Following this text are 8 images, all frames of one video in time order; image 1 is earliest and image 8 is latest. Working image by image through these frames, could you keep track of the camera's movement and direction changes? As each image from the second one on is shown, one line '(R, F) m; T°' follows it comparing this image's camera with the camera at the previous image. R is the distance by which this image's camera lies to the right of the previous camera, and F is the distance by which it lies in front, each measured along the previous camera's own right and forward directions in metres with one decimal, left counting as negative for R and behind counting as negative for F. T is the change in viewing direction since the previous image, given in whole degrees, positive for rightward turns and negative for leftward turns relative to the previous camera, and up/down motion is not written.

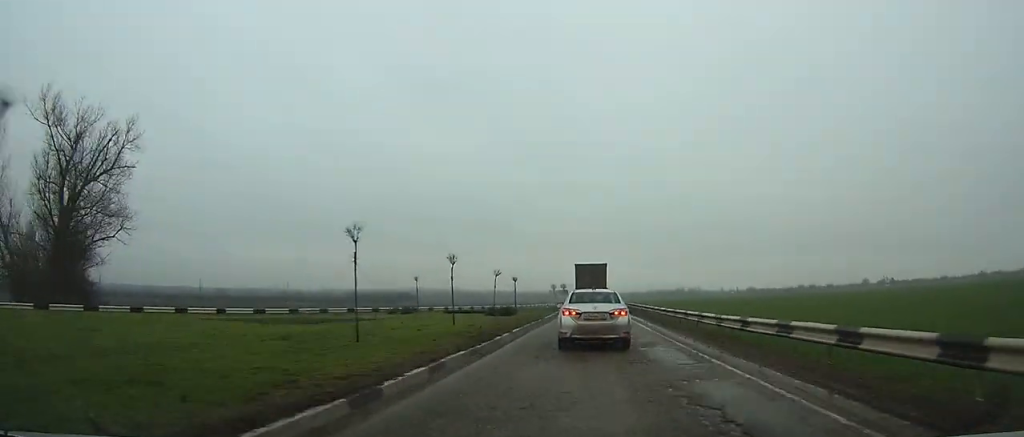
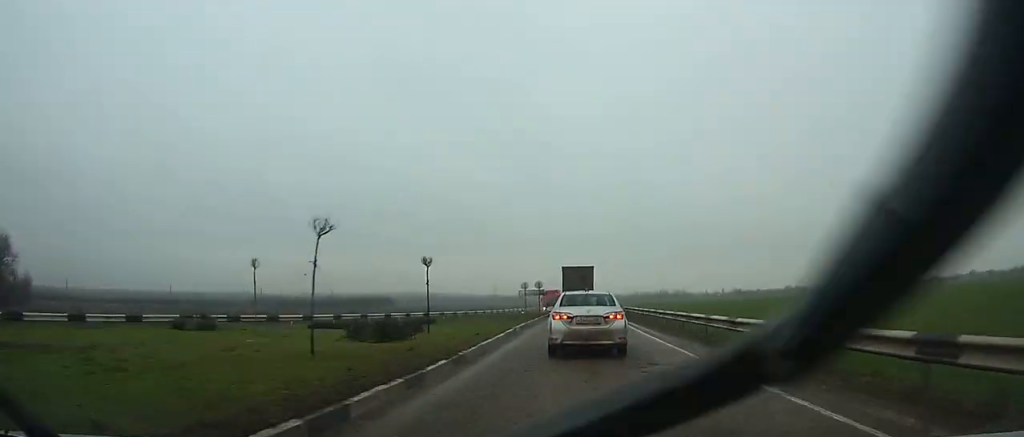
(+0.2, +18.6) m; +1°
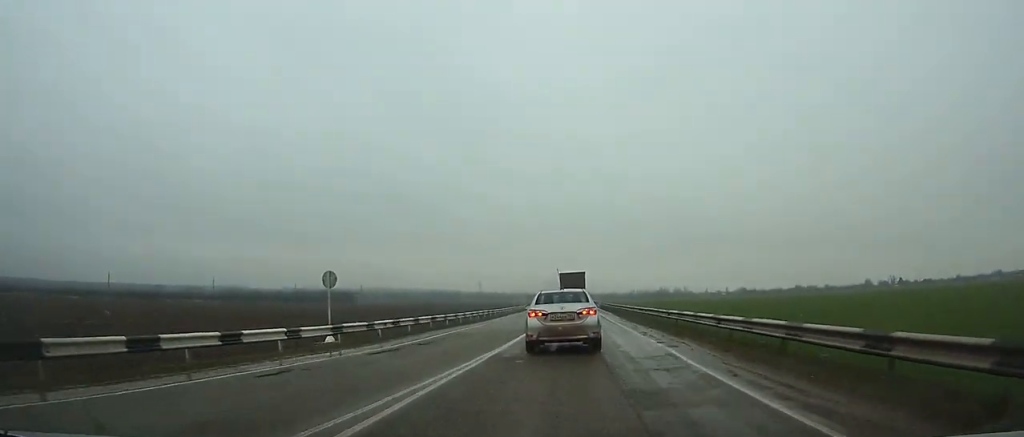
(+1.5, +77.1) m; +2°
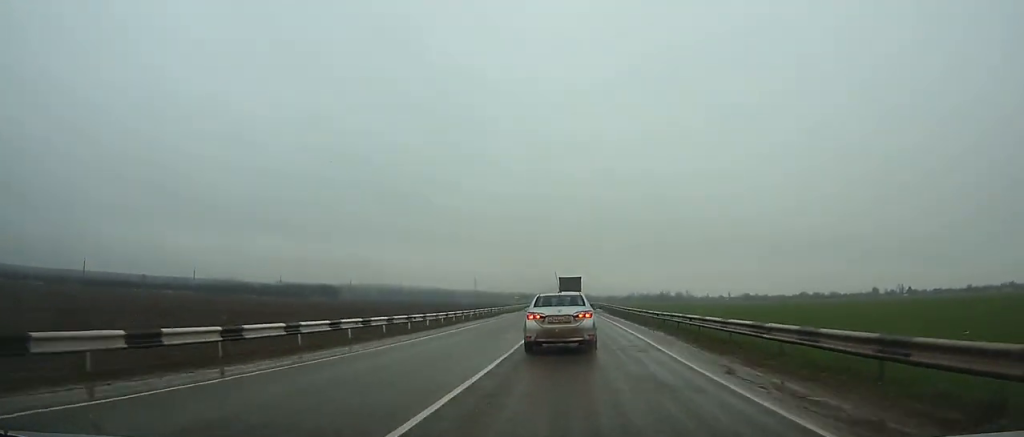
(0.0, +28.8) m; 0°
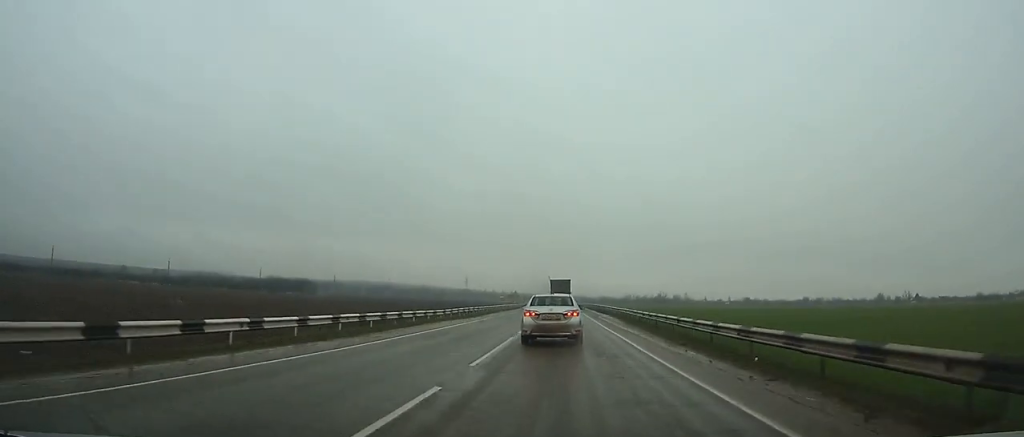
(+0.1, +31.1) m; 0°
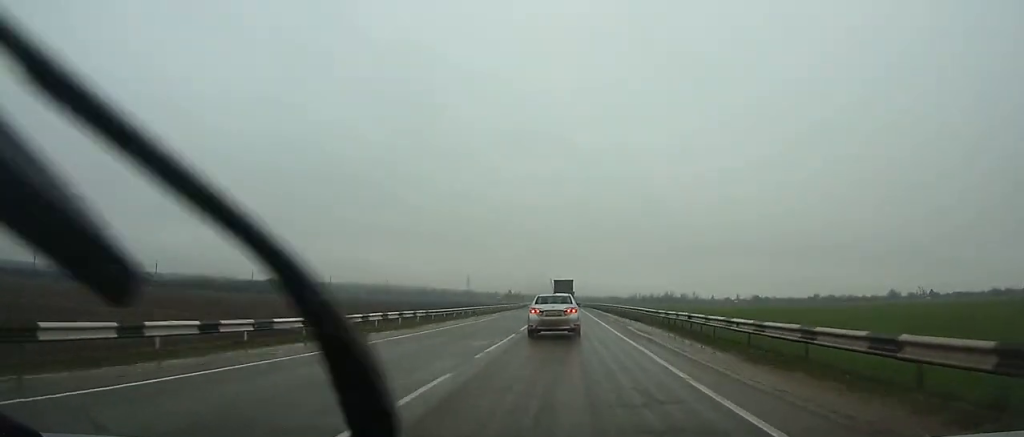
(0.0, +23.8) m; 0°
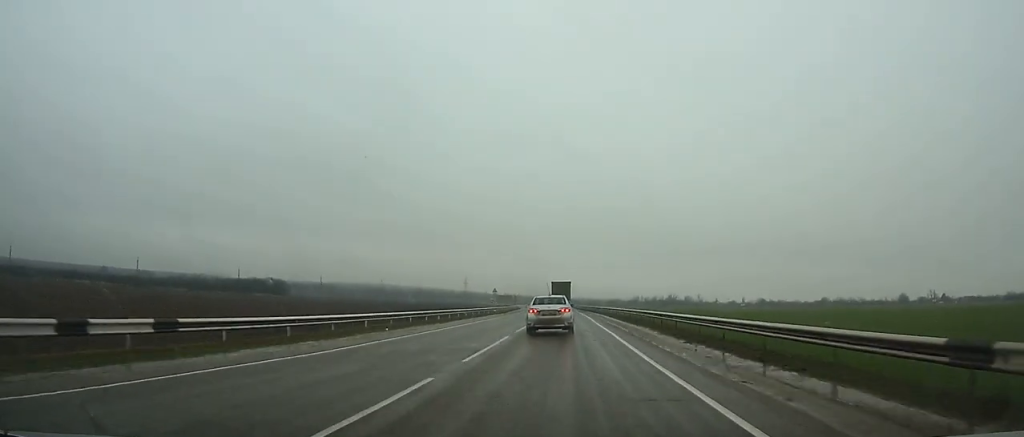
(0.0, +24.9) m; 0°
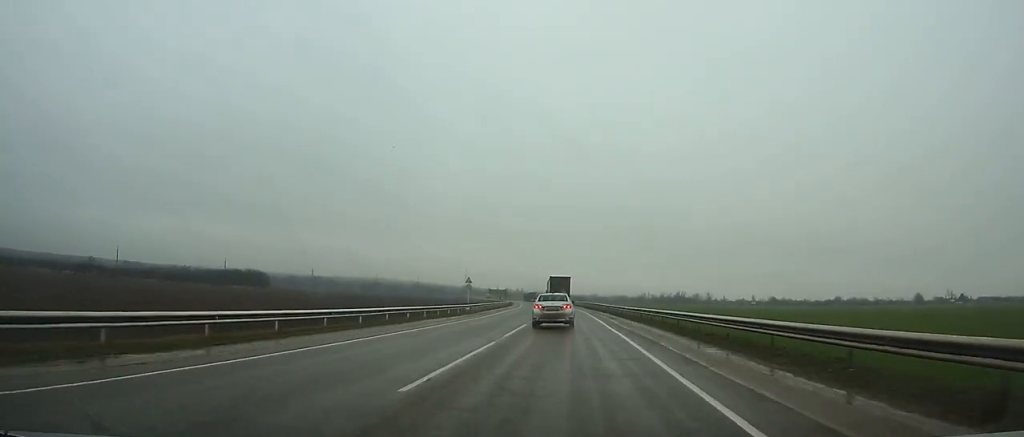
(-0.2, +29.0) m; -1°
